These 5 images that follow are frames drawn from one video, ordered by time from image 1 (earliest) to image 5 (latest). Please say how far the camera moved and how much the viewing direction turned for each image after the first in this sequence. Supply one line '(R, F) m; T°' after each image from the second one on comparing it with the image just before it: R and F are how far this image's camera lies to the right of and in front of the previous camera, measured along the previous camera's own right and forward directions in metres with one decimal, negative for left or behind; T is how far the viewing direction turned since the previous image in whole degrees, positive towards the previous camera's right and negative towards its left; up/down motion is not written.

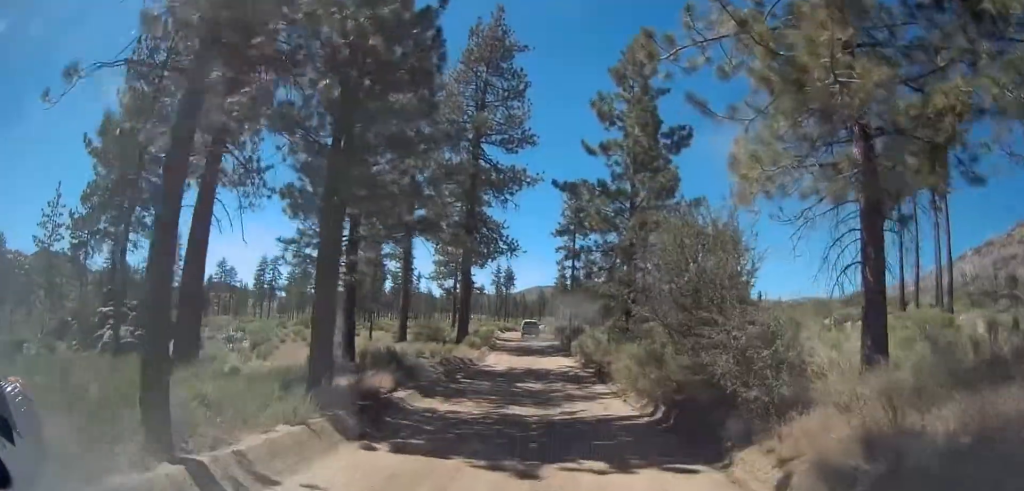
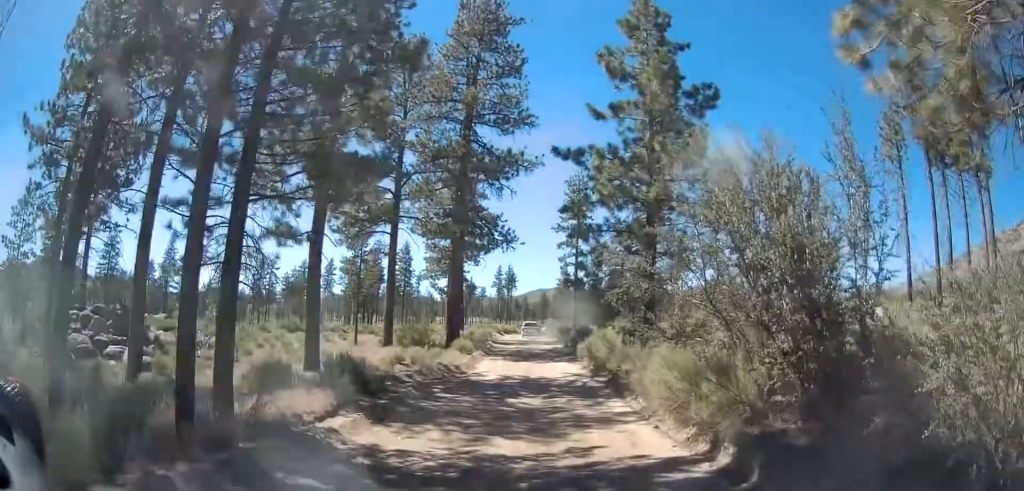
(0.0, +5.2) m; 0°
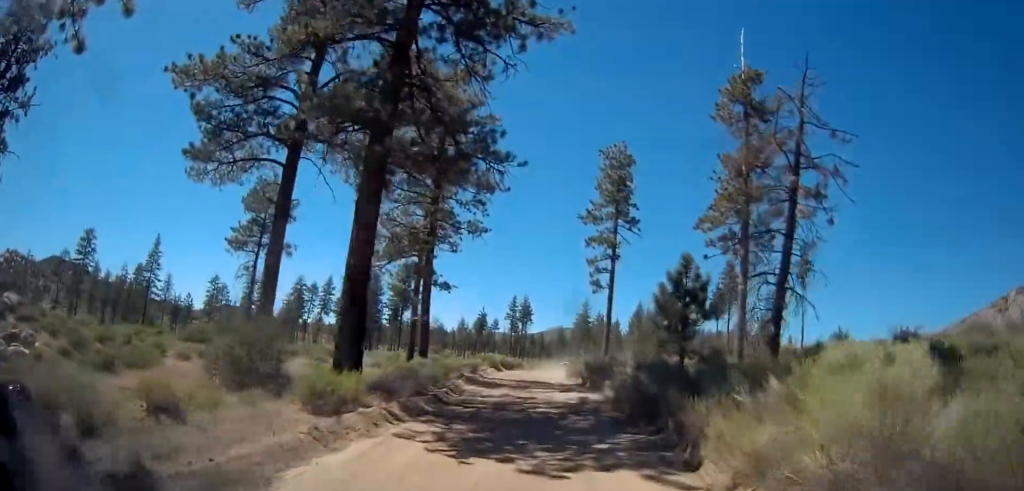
(-0.8, +23.0) m; +5°
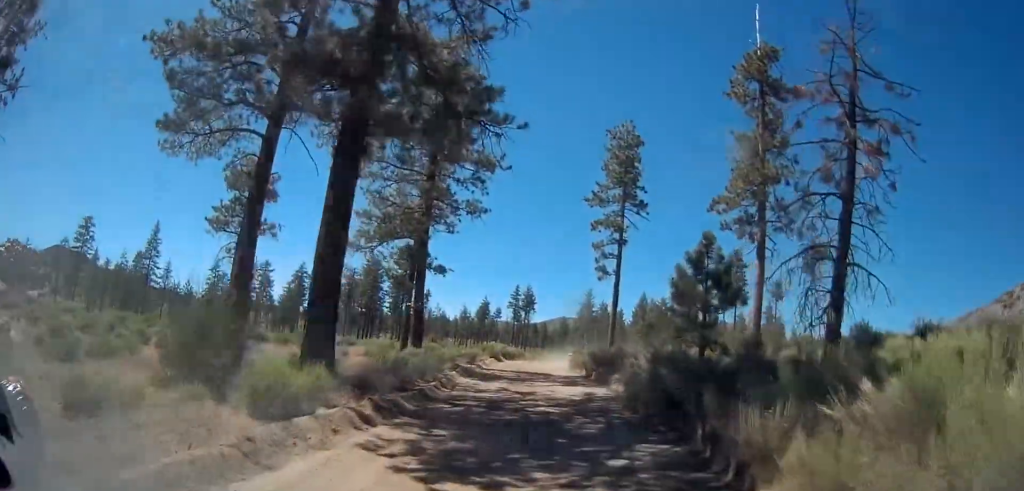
(-0.1, +2.7) m; +3°
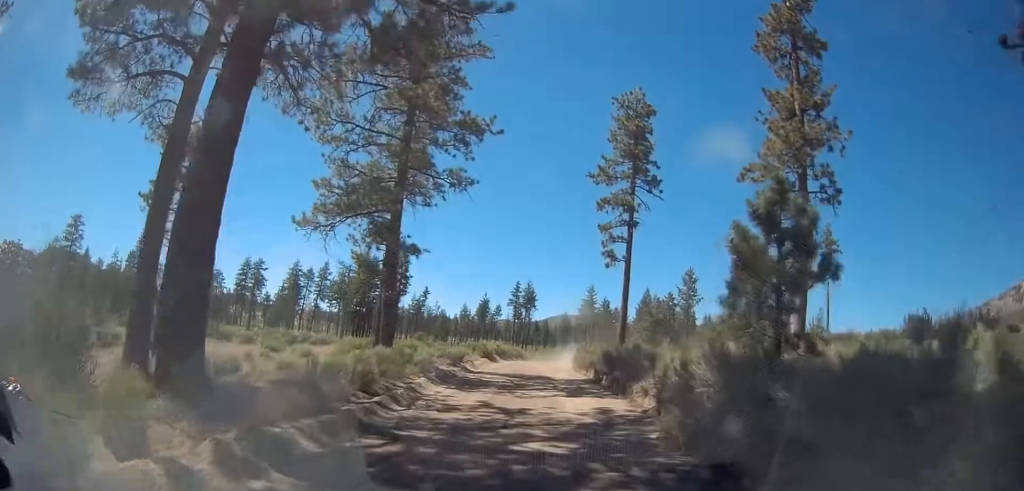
(+0.4, +6.2) m; -3°
